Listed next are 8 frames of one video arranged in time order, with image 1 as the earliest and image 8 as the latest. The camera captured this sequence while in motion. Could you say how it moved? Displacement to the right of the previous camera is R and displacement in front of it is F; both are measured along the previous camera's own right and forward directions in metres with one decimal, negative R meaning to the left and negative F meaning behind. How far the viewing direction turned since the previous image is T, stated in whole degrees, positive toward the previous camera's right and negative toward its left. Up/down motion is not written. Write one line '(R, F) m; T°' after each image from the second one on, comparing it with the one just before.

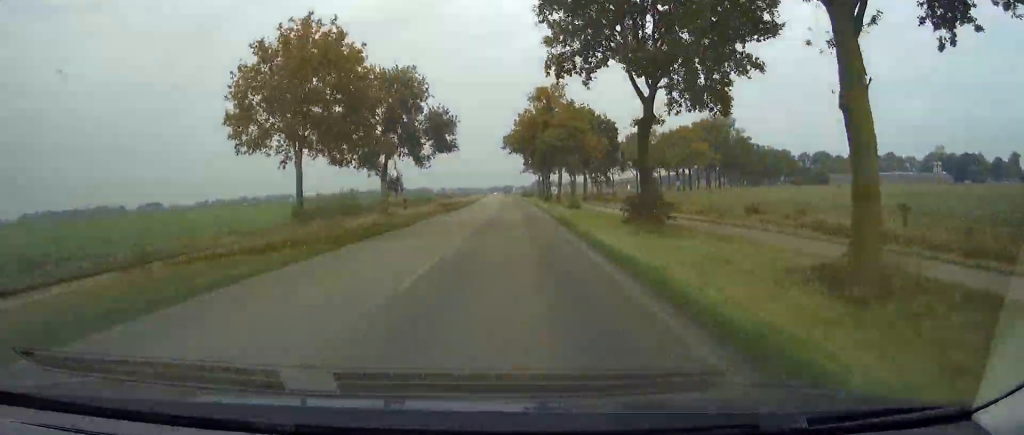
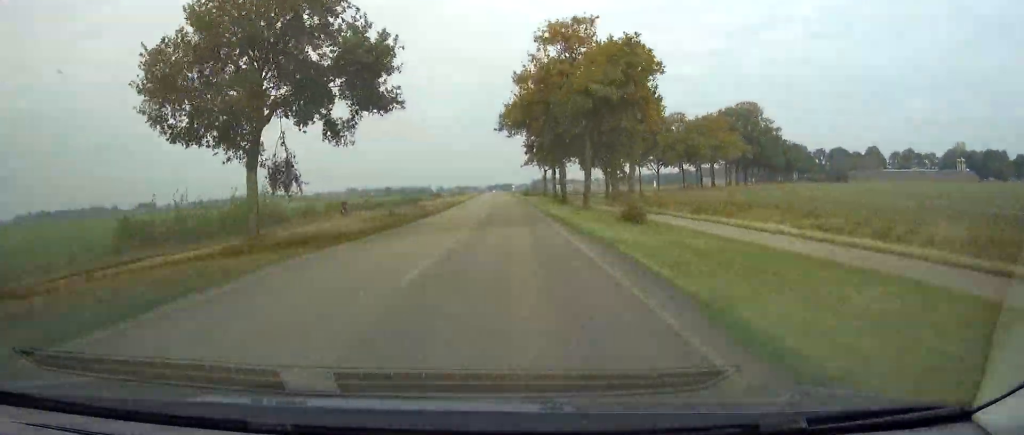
(+0.2, +25.2) m; 0°
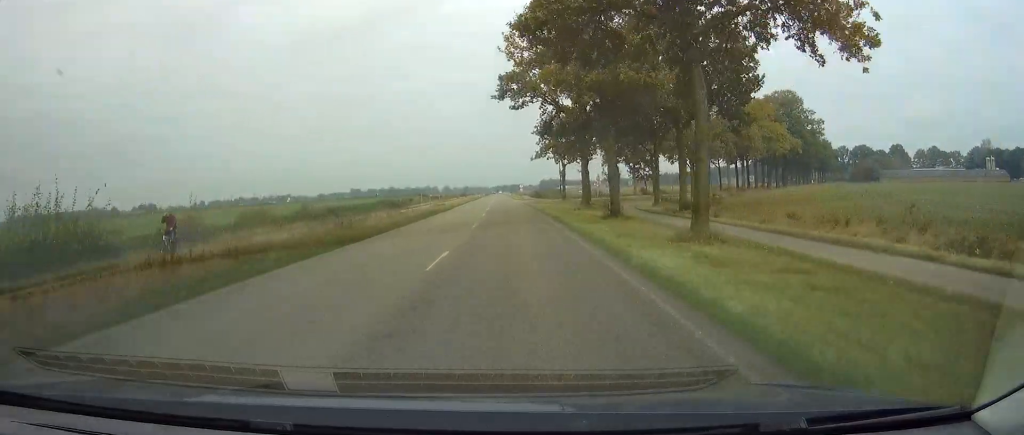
(0.0, +23.6) m; 0°
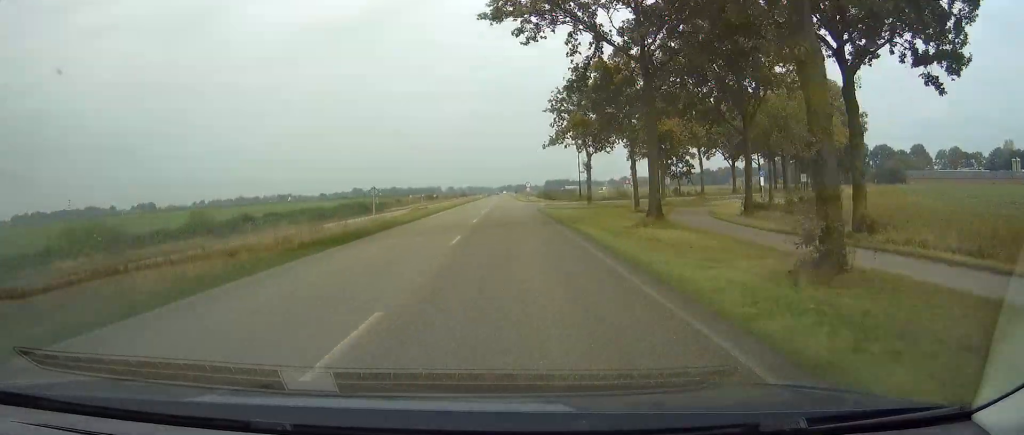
(+0.1, +20.5) m; 0°
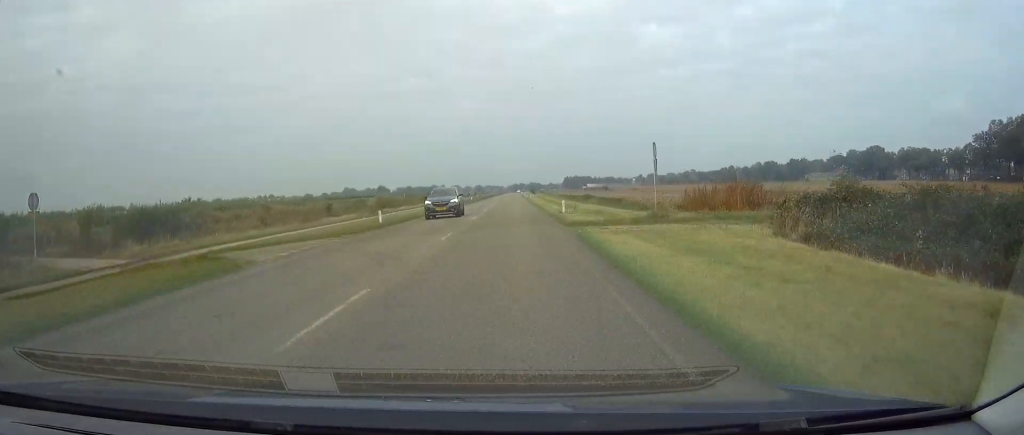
(-1.7, +141.9) m; -1°
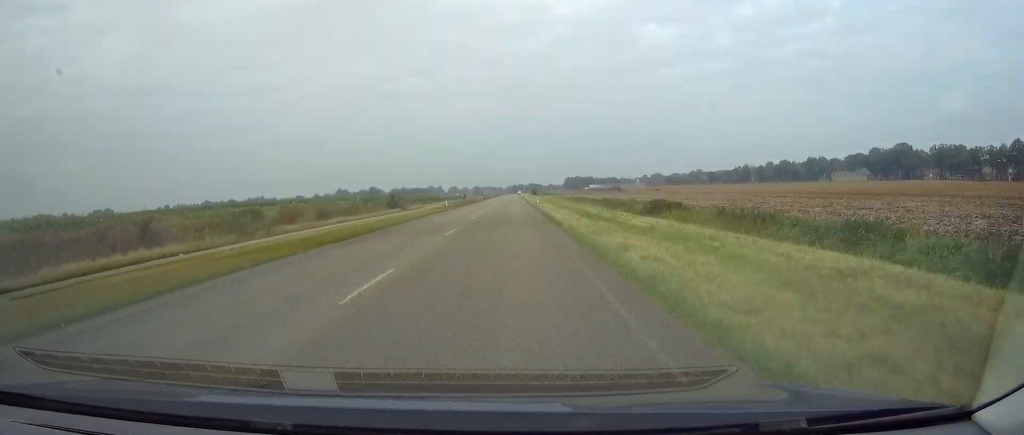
(-0.1, +36.2) m; 0°
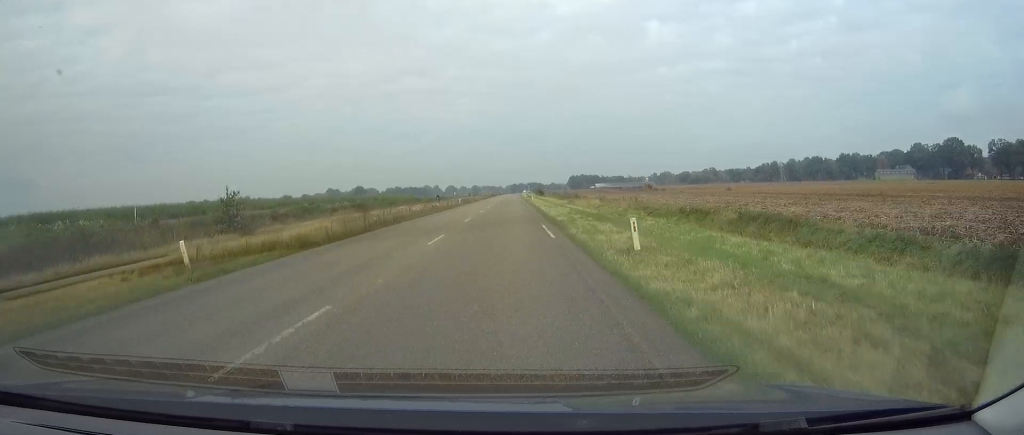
(+0.2, +54.8) m; 0°
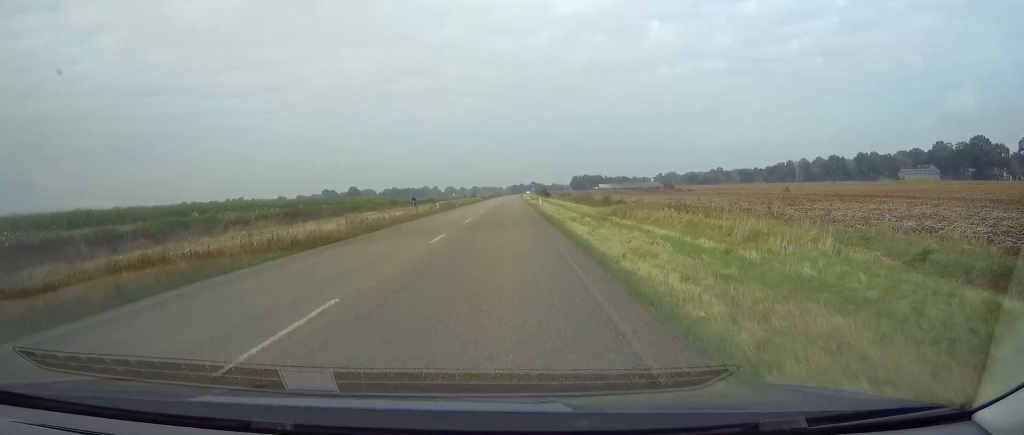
(0.0, +25.0) m; 0°
